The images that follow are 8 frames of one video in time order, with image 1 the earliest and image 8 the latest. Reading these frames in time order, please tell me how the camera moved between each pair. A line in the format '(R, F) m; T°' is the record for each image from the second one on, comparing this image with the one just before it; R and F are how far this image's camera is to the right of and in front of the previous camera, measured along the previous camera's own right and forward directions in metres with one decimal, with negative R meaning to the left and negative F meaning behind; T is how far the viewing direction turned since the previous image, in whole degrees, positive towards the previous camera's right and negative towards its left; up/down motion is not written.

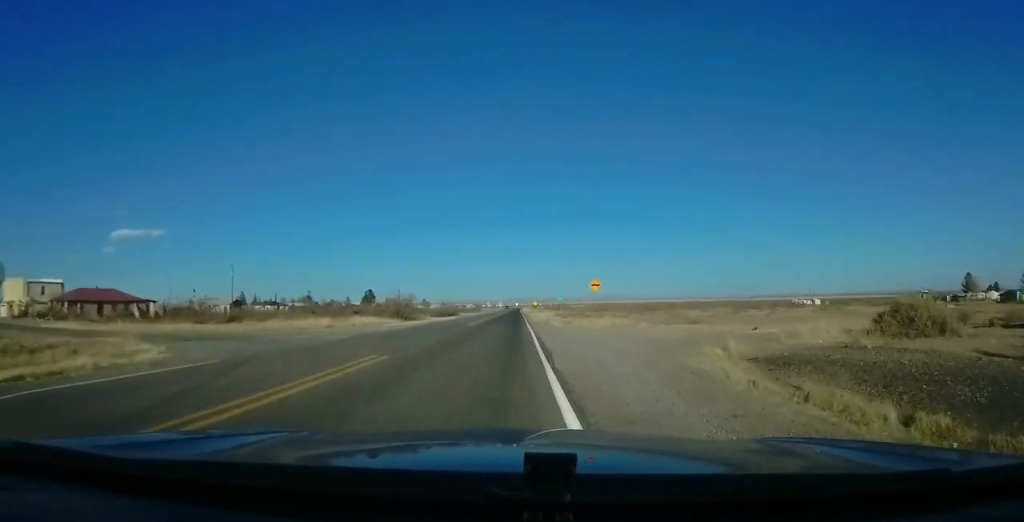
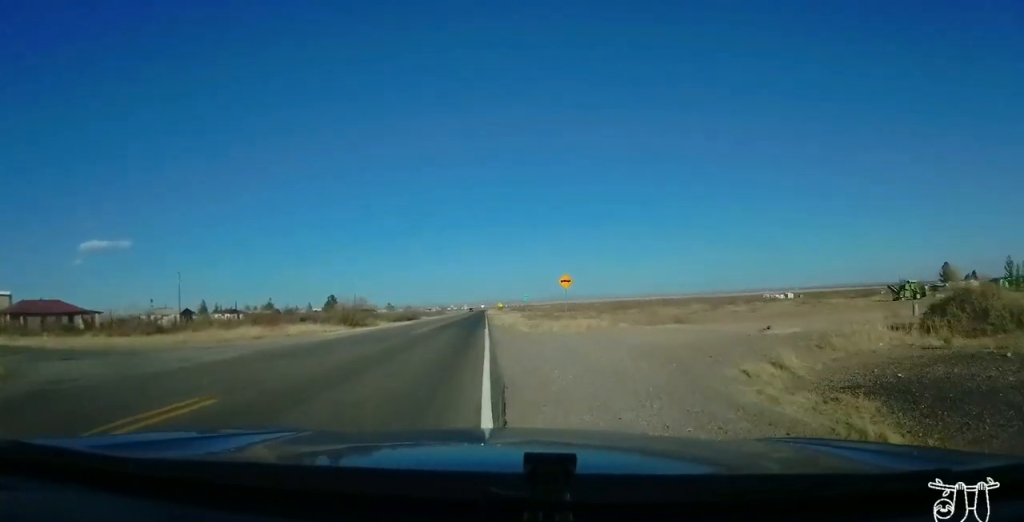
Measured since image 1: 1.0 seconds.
(0.0, +6.4) m; +1°
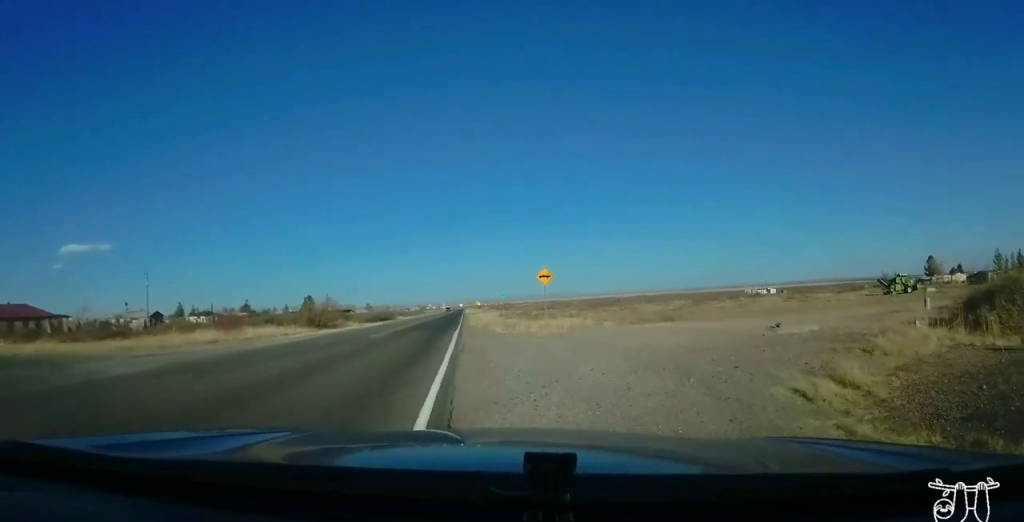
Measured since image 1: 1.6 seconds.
(0.0, +3.4) m; +3°
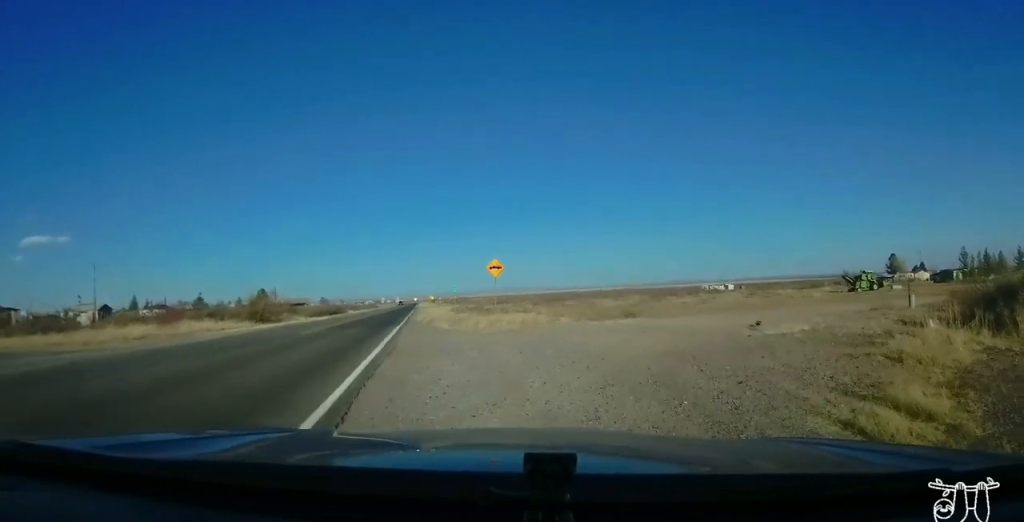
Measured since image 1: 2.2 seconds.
(0.0, +2.9) m; +5°
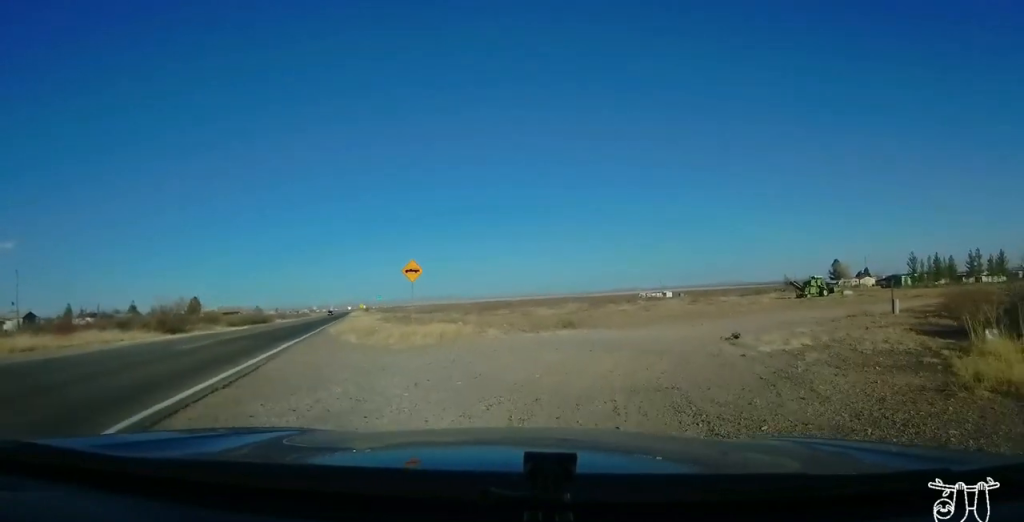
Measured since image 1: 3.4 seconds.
(+0.6, +4.0) m; +9°
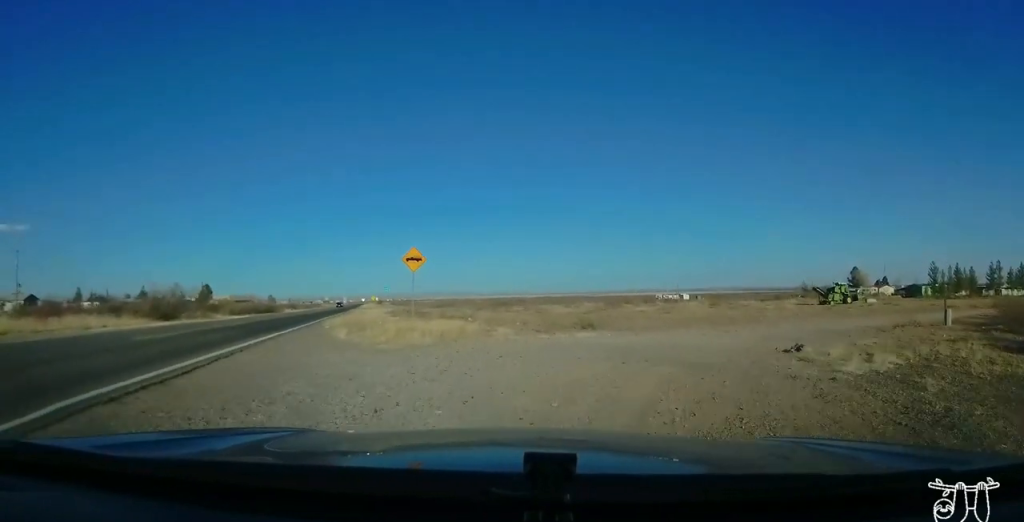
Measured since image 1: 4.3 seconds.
(0.0, +2.6) m; -1°
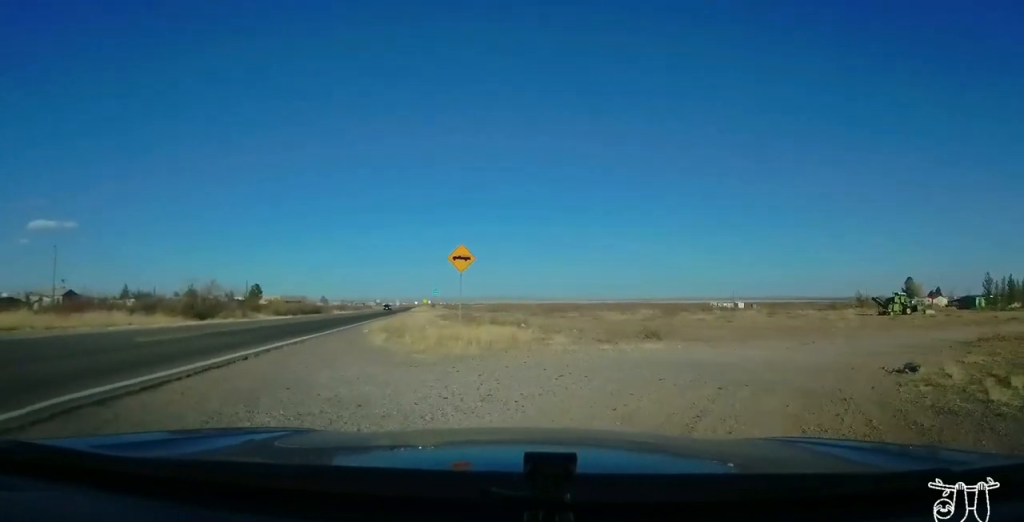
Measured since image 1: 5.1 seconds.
(-0.1, +2.2) m; -9°
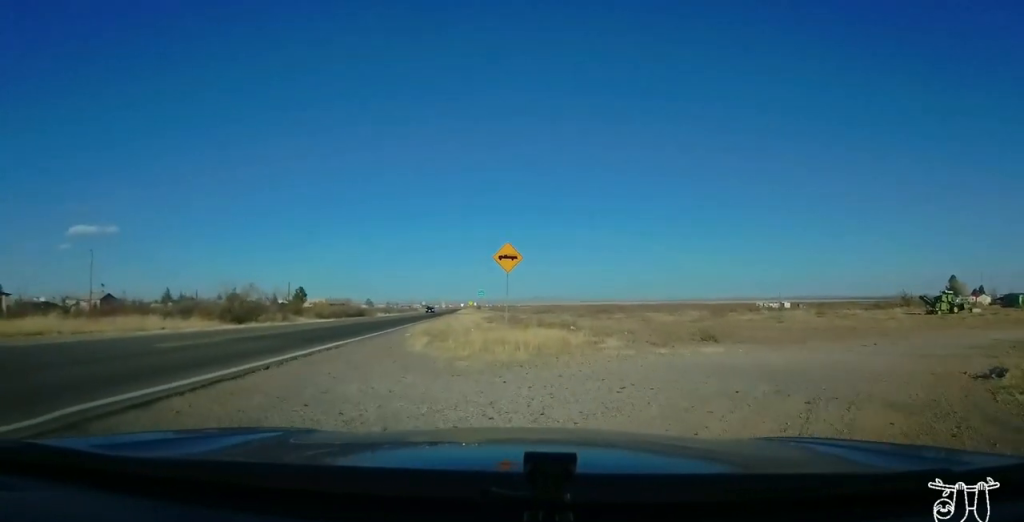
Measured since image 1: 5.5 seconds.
(0.0, +1.1) m; -2°
